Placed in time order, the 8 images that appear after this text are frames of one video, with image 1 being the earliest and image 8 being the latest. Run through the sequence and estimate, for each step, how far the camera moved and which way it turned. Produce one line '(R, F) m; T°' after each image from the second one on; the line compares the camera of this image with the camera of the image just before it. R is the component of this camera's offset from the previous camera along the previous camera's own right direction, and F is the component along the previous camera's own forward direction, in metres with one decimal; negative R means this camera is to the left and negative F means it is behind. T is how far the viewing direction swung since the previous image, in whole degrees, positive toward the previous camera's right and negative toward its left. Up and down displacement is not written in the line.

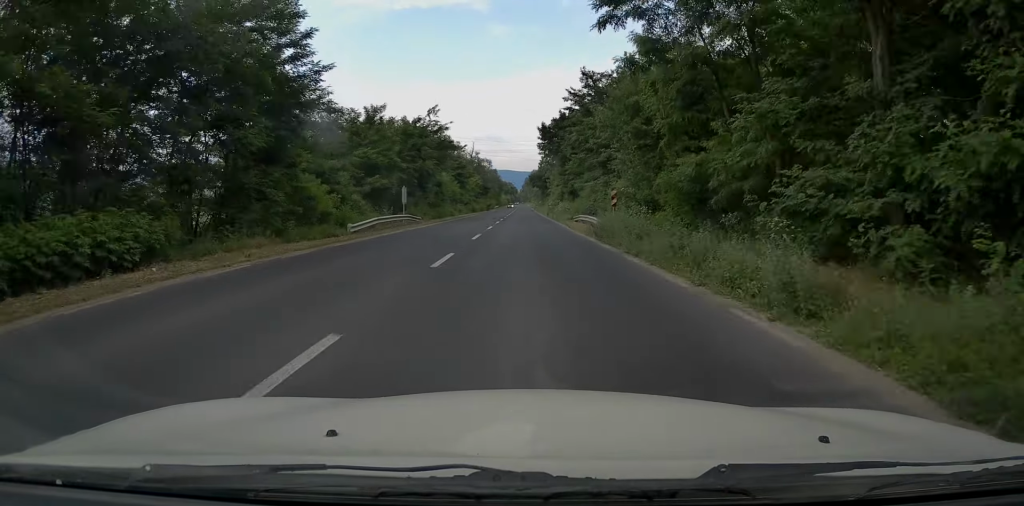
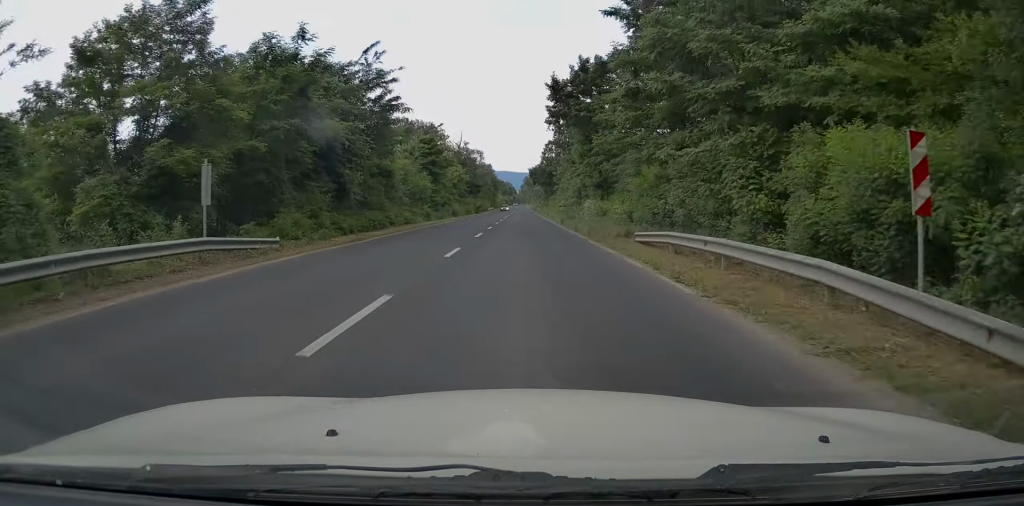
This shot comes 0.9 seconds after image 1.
(-0.1, +24.3) m; 0°
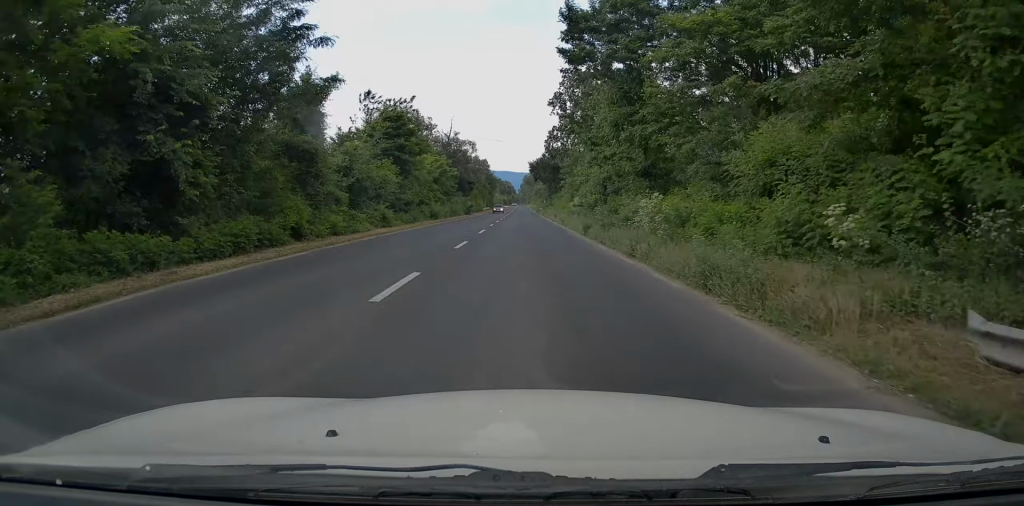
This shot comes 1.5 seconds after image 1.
(0.0, +15.3) m; 0°
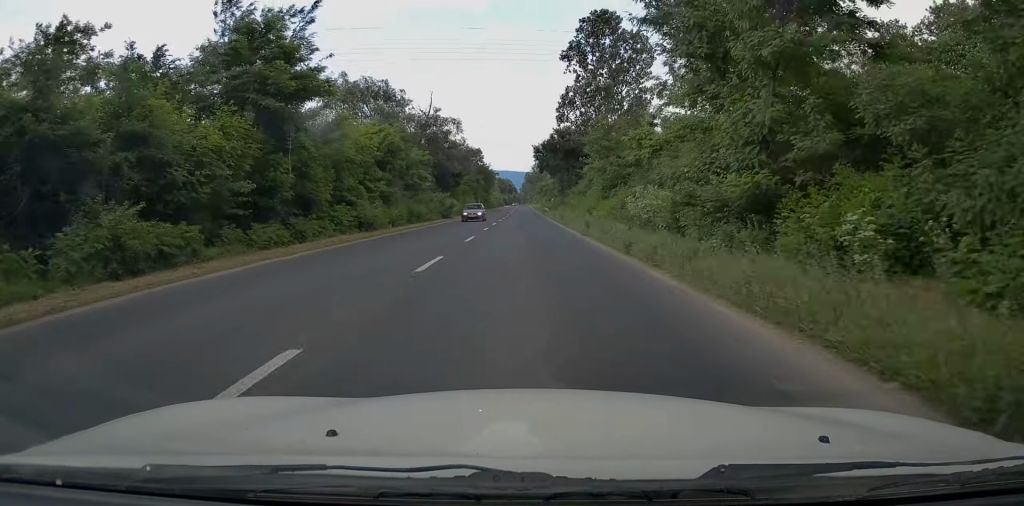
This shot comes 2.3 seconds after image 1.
(+0.1, +23.5) m; 0°
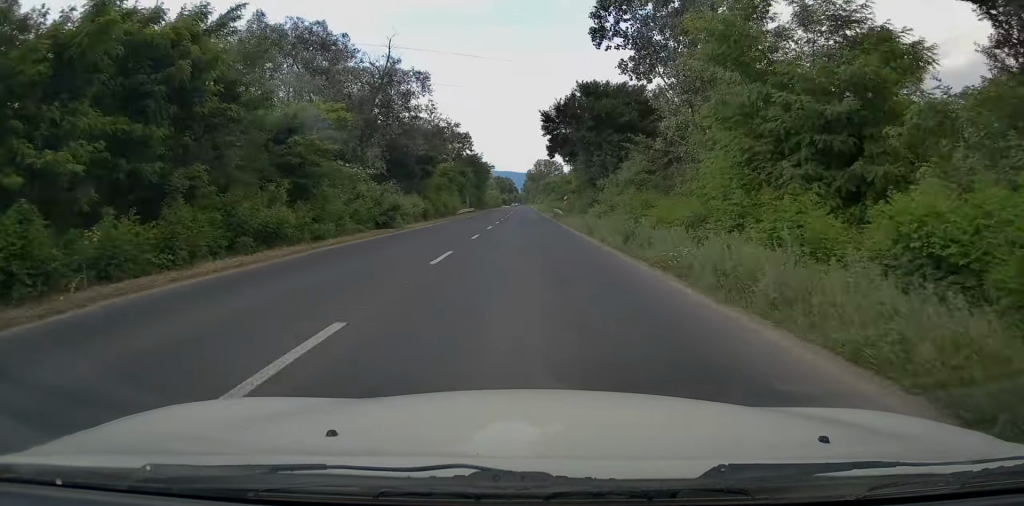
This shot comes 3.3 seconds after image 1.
(0.0, +25.4) m; 0°
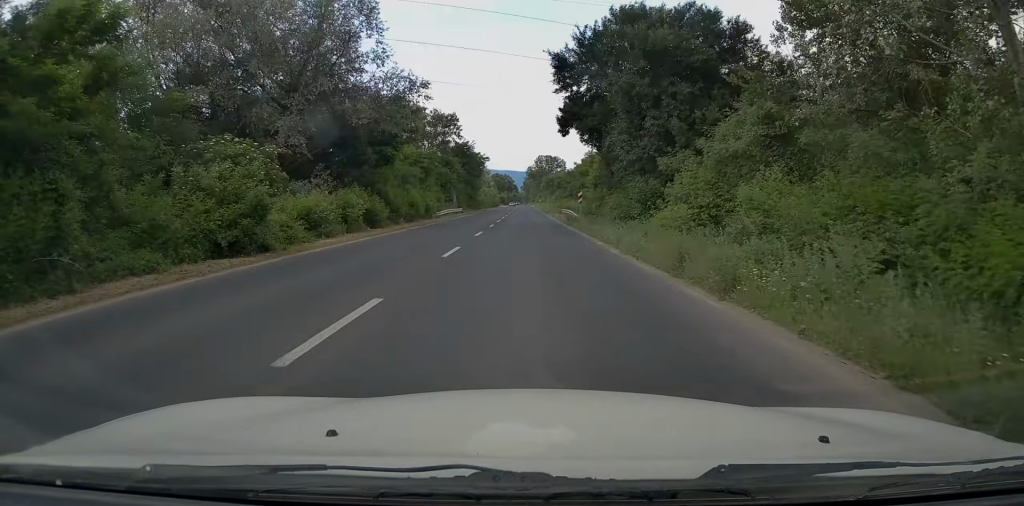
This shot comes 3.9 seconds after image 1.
(-0.1, +16.3) m; 0°
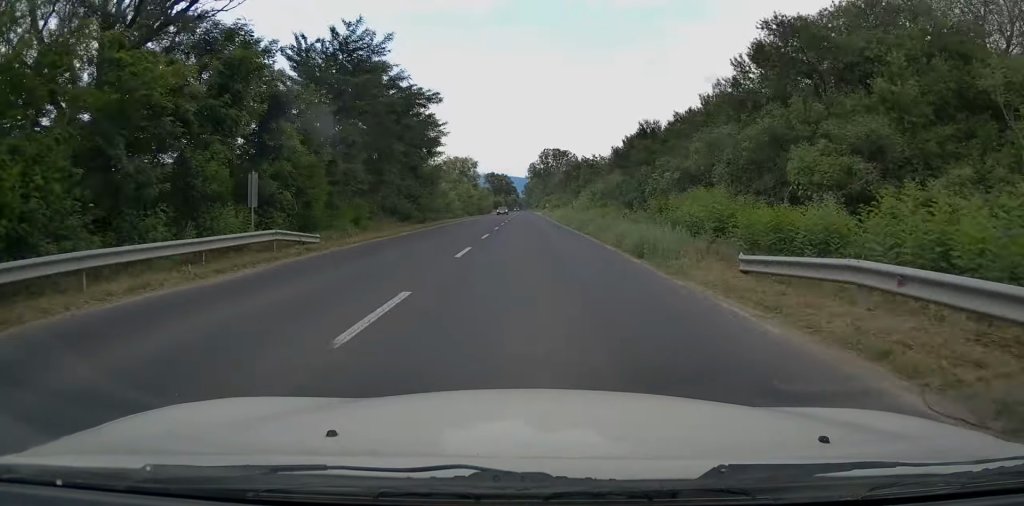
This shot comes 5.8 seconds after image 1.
(+0.2, +52.7) m; 0°
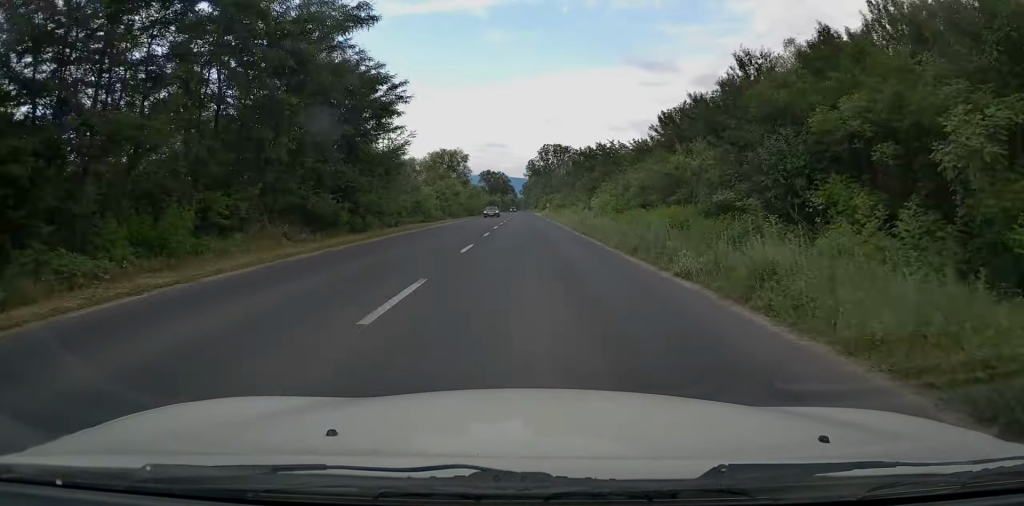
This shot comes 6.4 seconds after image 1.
(0.0, +16.4) m; 0°
